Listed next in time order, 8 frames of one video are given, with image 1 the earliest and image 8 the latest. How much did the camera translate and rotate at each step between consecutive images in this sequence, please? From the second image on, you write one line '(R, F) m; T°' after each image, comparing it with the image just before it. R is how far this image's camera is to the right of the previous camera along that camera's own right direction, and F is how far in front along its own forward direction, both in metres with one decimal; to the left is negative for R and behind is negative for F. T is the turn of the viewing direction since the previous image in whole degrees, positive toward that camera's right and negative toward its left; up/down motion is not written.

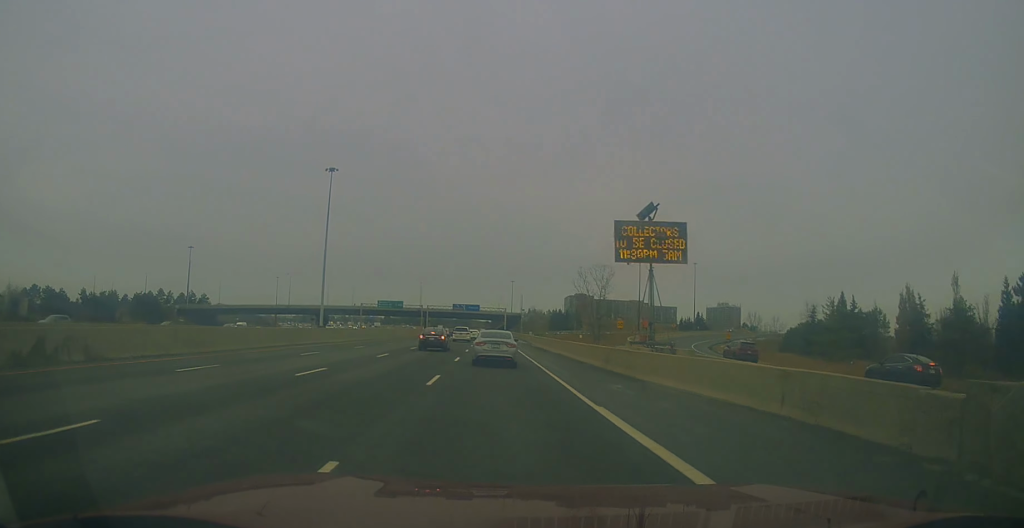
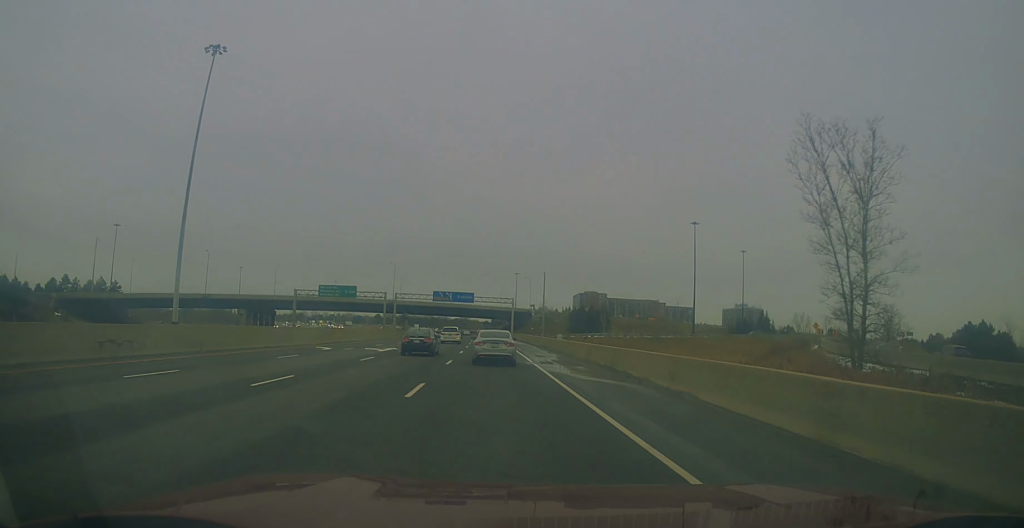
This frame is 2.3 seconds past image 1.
(+0.7, +59.9) m; +1°
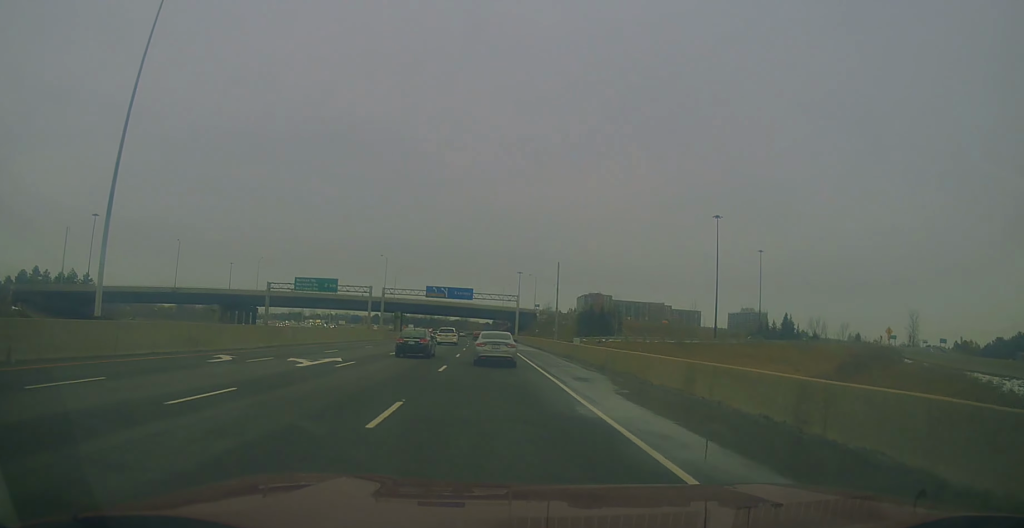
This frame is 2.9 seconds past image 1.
(0.0, +15.6) m; 0°
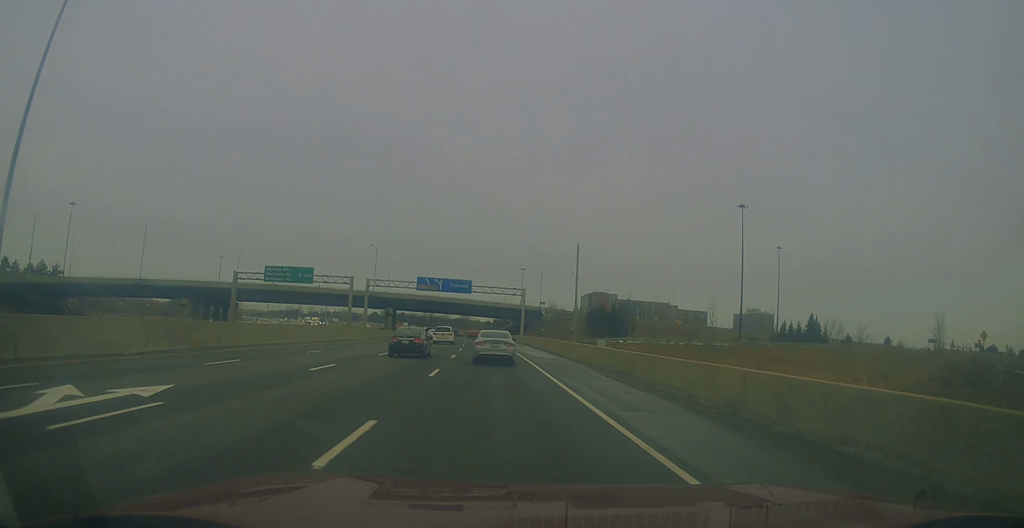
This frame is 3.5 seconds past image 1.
(+0.1, +15.0) m; -1°
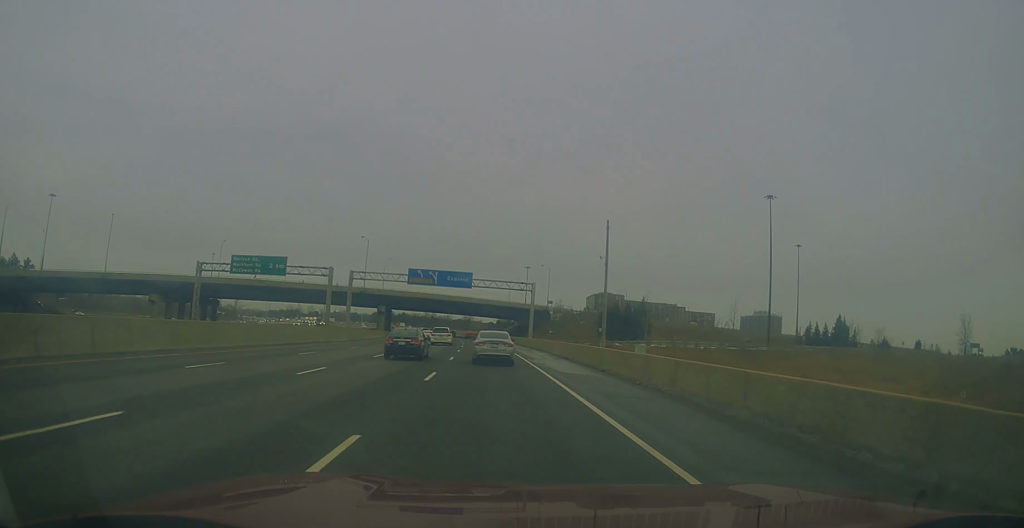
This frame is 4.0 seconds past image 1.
(-0.2, +13.6) m; -1°
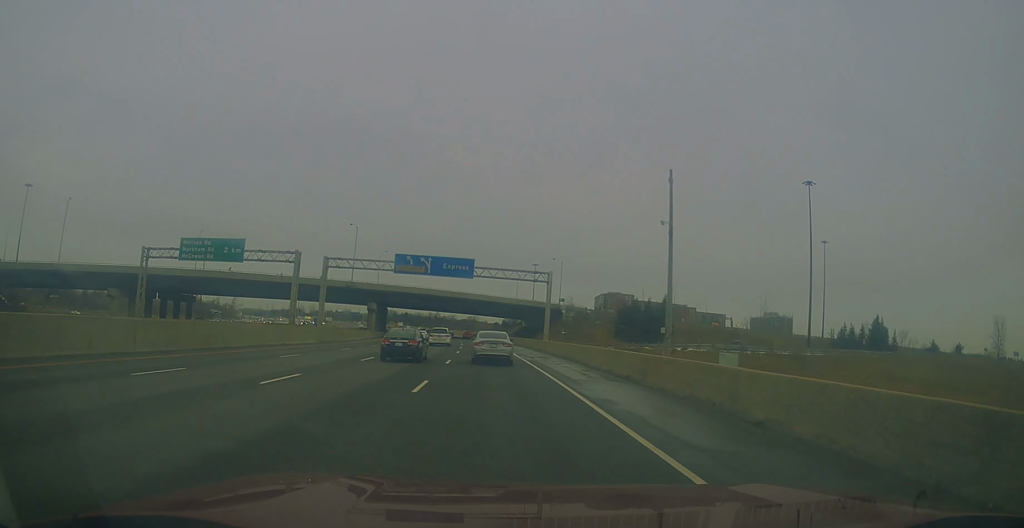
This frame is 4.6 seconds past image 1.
(-0.3, +15.6) m; -1°
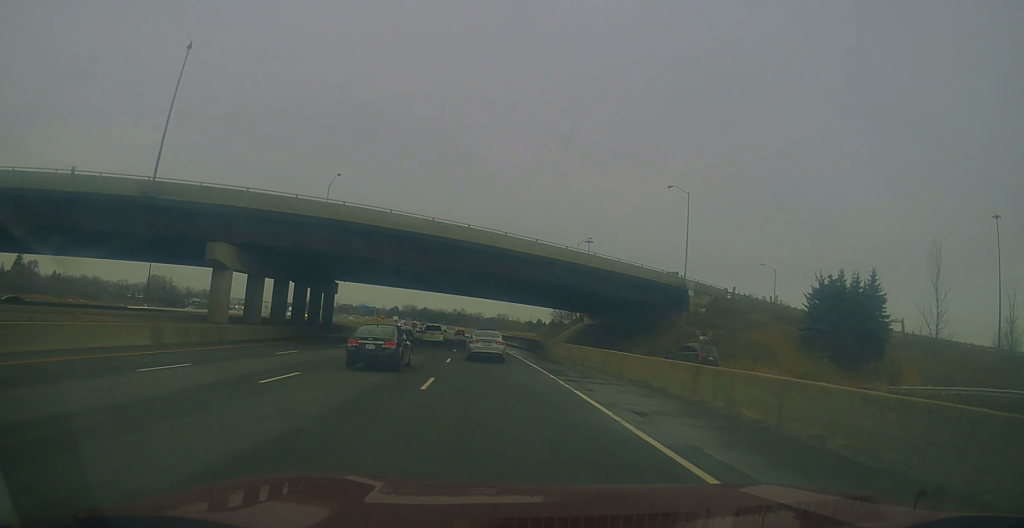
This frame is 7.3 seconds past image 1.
(-0.1, +72.1) m; -1°
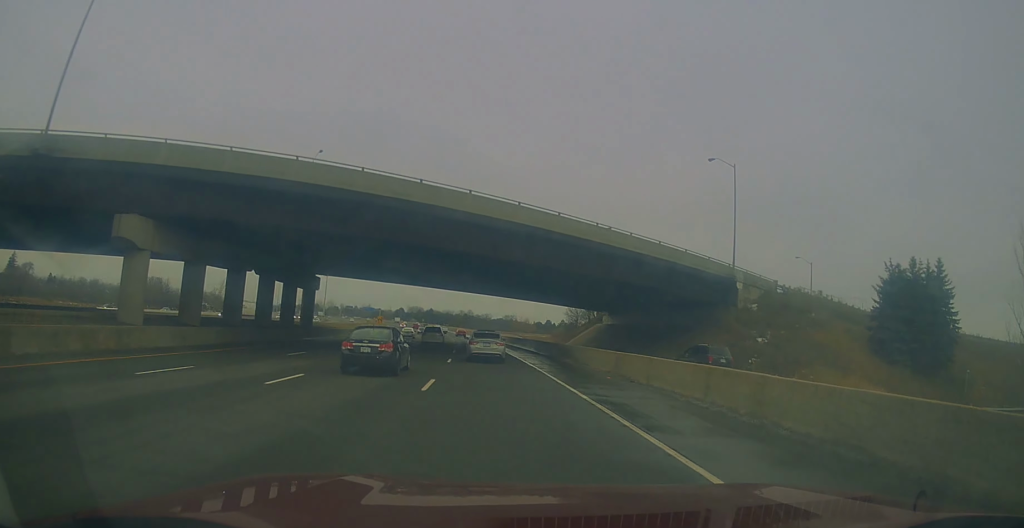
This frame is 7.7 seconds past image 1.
(0.0, +10.8) m; 0°
